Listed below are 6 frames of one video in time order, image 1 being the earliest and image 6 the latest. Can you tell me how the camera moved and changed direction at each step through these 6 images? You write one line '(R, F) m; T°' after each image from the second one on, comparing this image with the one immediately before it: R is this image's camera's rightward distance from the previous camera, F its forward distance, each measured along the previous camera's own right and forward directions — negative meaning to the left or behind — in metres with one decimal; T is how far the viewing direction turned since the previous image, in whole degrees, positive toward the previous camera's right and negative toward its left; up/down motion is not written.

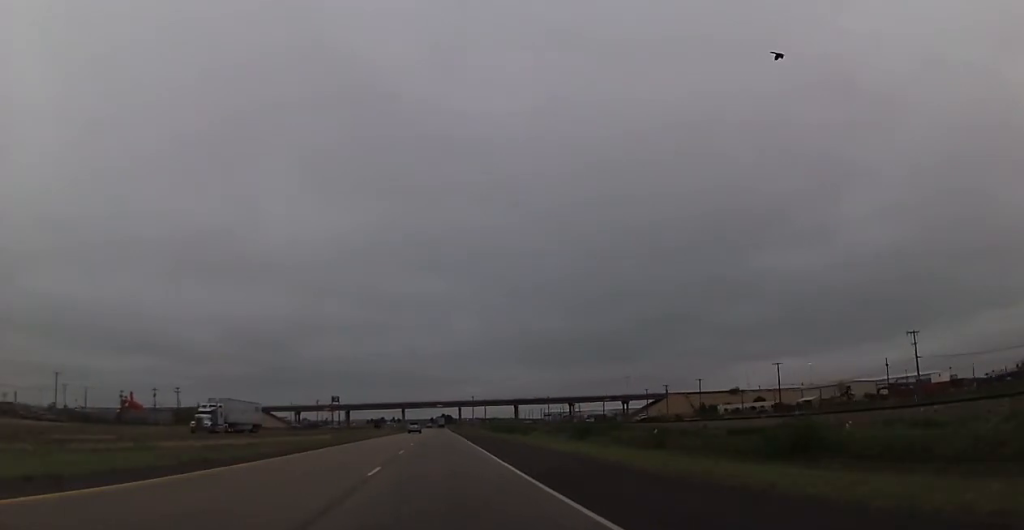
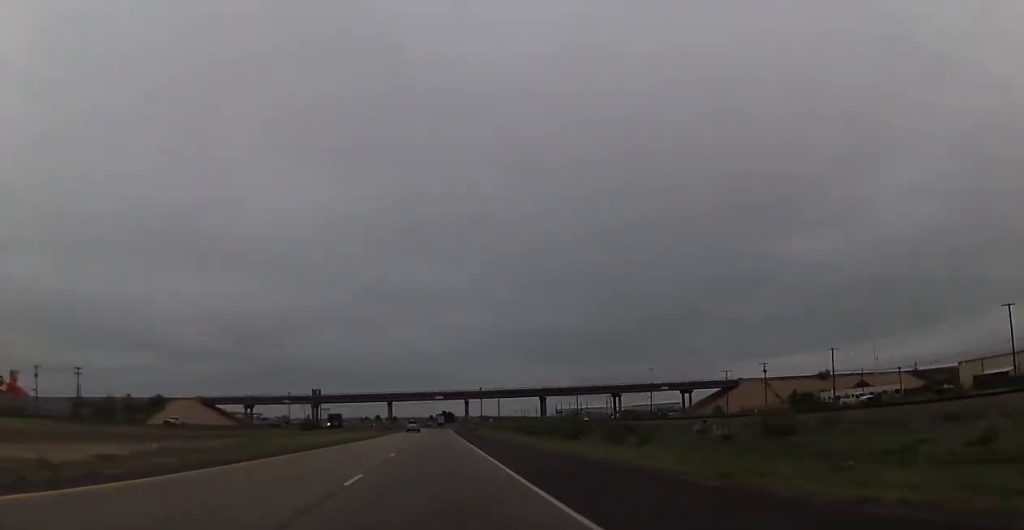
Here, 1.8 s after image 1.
(-0.1, +63.7) m; 0°
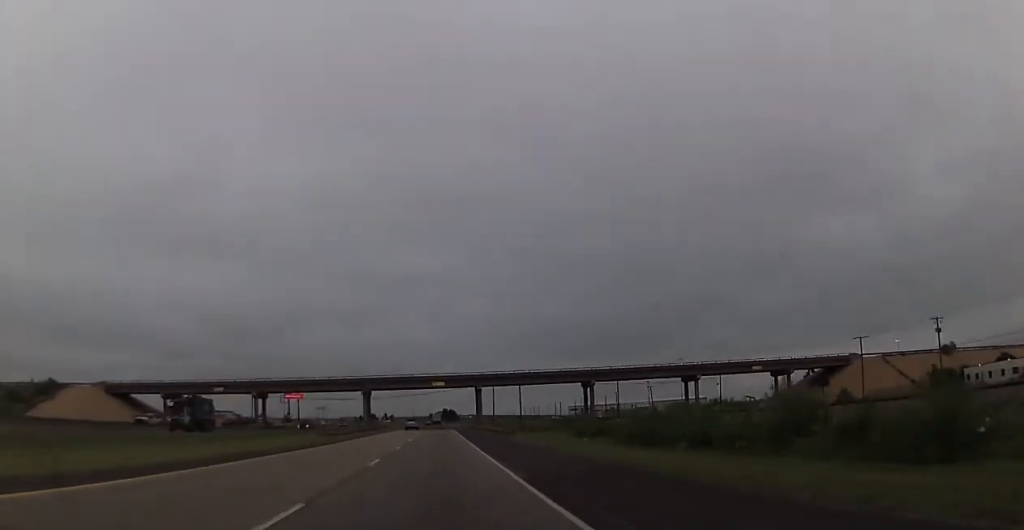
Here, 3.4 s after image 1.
(+0.7, +55.7) m; 0°
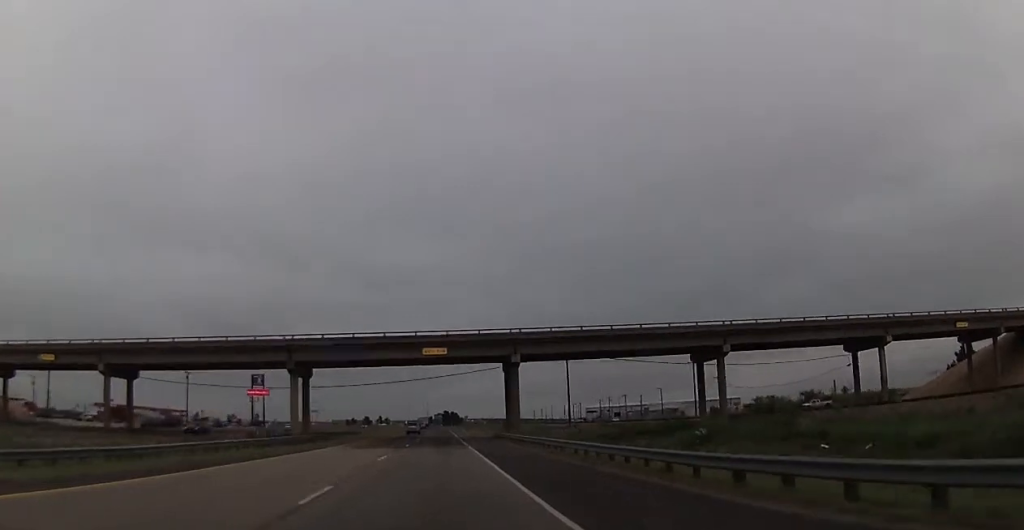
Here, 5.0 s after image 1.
(-0.5, +58.1) m; 0°
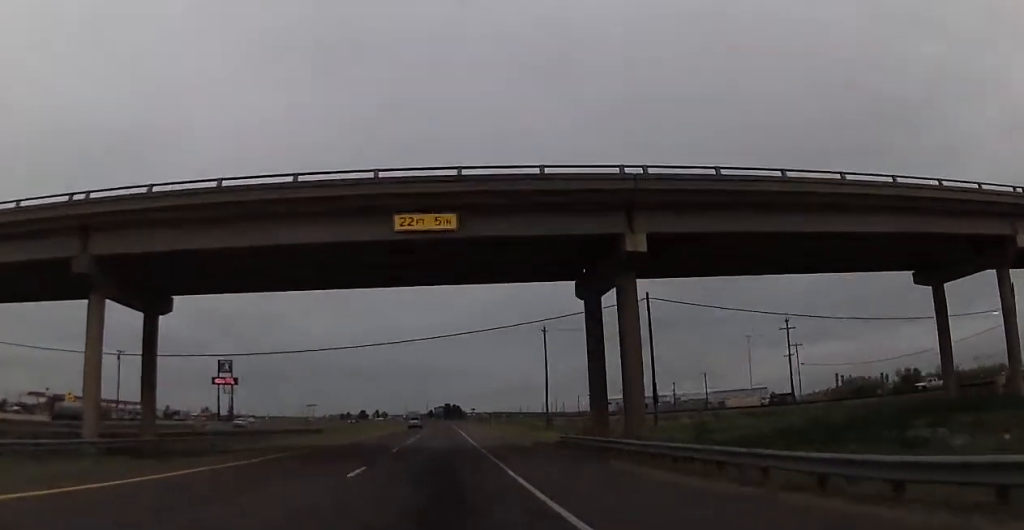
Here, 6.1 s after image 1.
(-0.3, +37.9) m; 0°
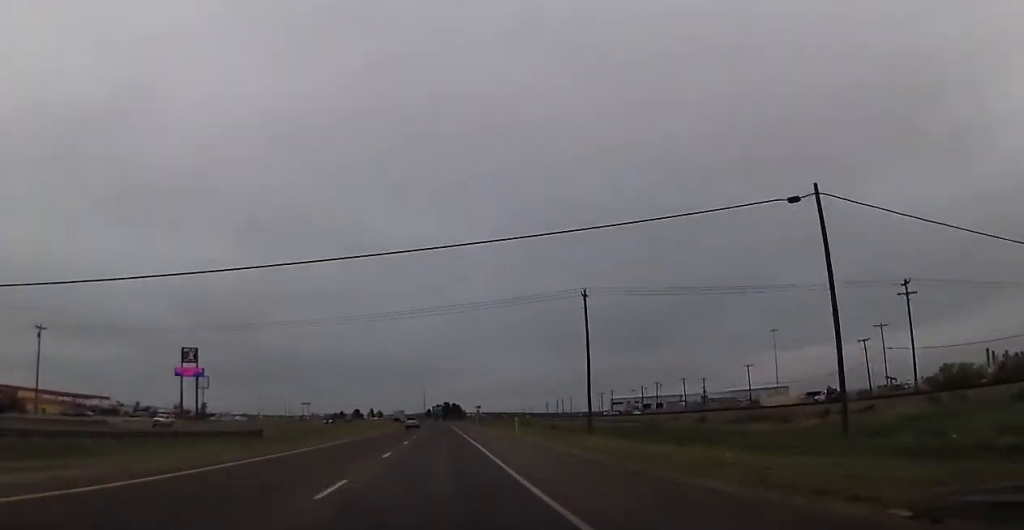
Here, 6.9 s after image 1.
(+0.1, +28.4) m; 0°
